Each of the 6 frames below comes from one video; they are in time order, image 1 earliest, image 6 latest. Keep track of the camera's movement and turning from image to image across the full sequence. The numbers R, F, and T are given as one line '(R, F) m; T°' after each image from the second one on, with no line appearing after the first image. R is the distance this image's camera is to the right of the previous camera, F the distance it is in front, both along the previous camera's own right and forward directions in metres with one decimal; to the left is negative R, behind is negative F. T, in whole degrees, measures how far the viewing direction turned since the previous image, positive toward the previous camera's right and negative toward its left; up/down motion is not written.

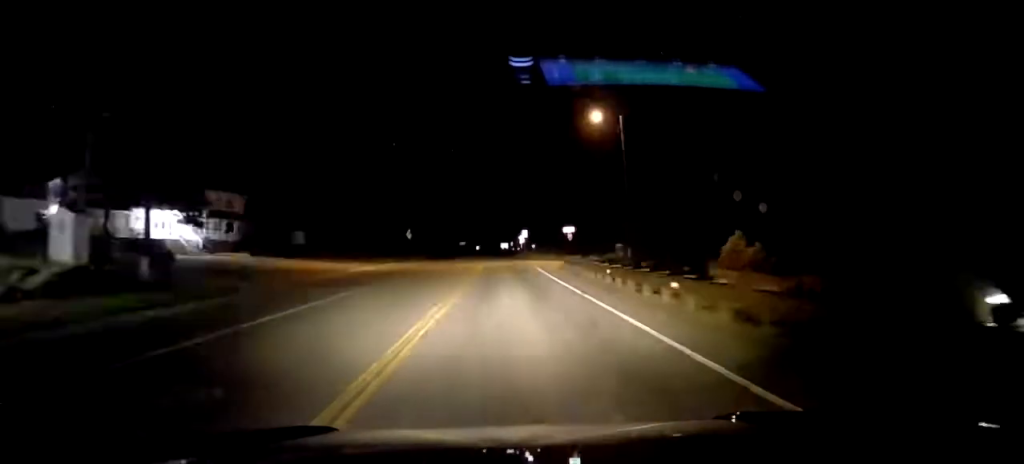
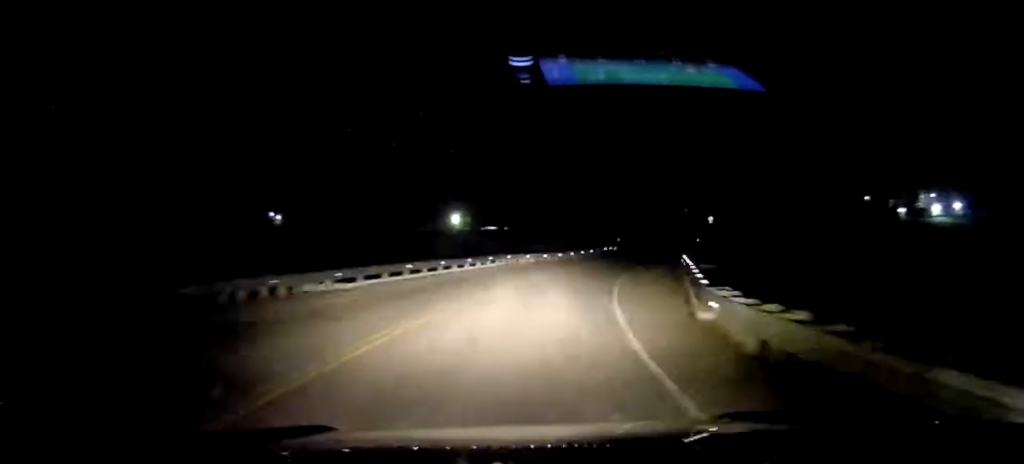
(+189.4, +135.3) m; +88°
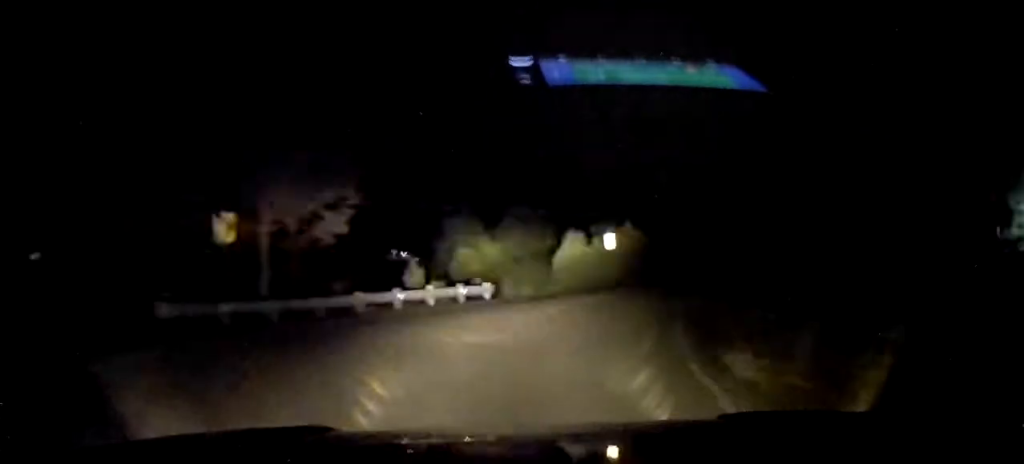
(+85.8, +194.4) m; +44°
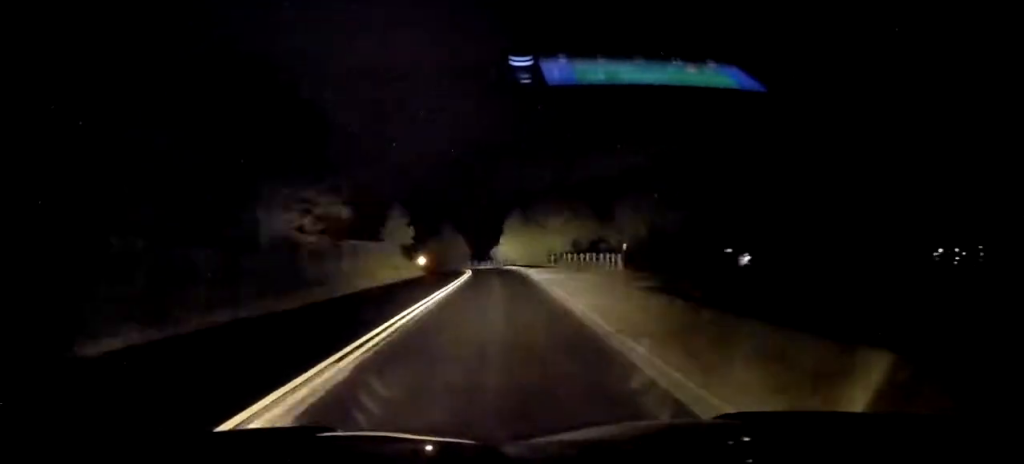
(+74.9, +362.6) m; 0°
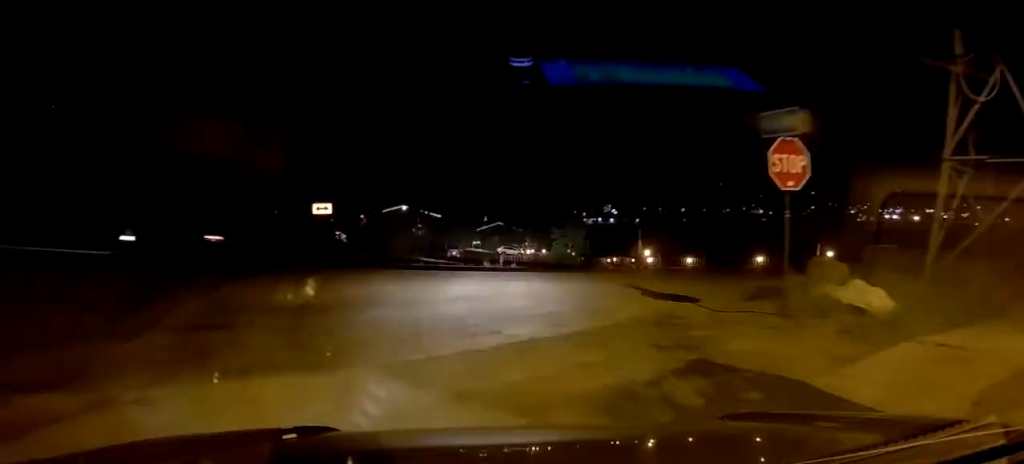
(-17.4, +165.5) m; +3°
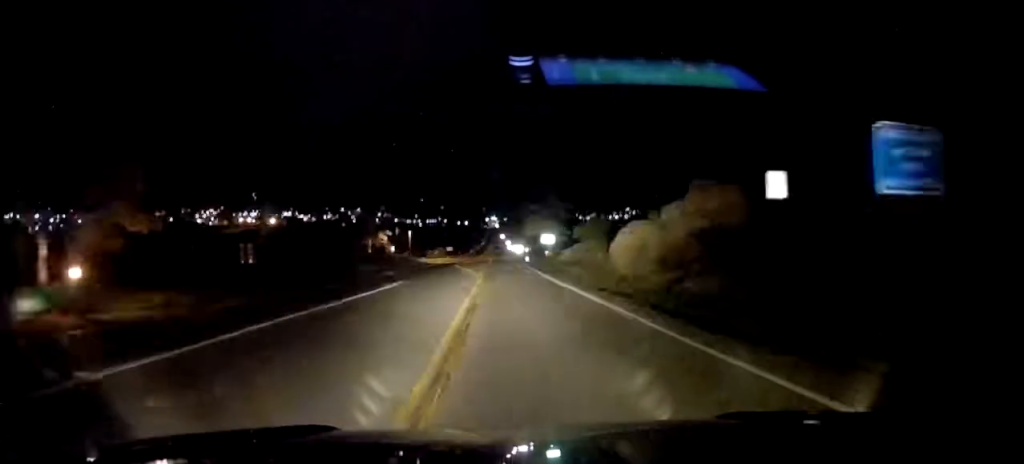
(+1.9, +61.8) m; +9°
